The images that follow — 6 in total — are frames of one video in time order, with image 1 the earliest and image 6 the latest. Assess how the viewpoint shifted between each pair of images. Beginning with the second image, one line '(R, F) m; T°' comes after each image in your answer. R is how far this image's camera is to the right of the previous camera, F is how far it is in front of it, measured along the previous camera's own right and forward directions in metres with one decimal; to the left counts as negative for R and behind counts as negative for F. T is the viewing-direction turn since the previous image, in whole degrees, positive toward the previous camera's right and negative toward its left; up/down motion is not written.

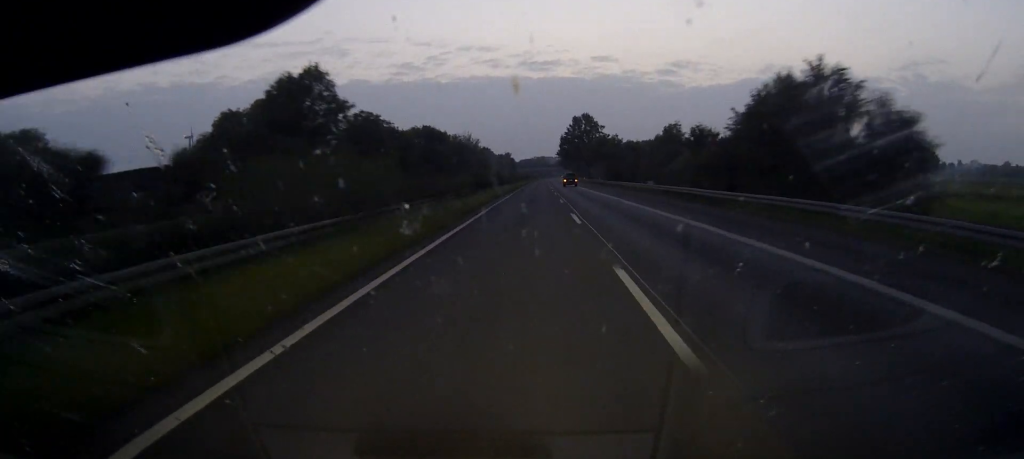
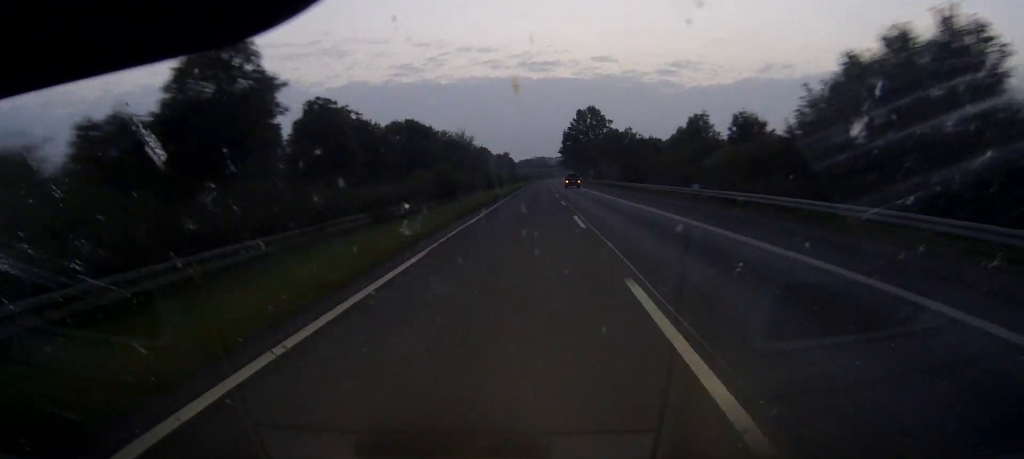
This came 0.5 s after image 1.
(0.0, +20.2) m; 0°
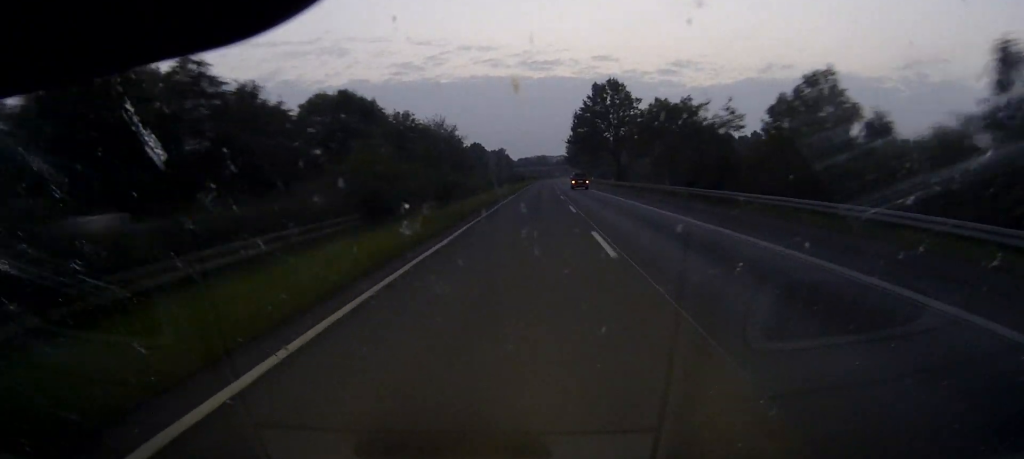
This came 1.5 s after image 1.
(0.0, +45.2) m; 0°
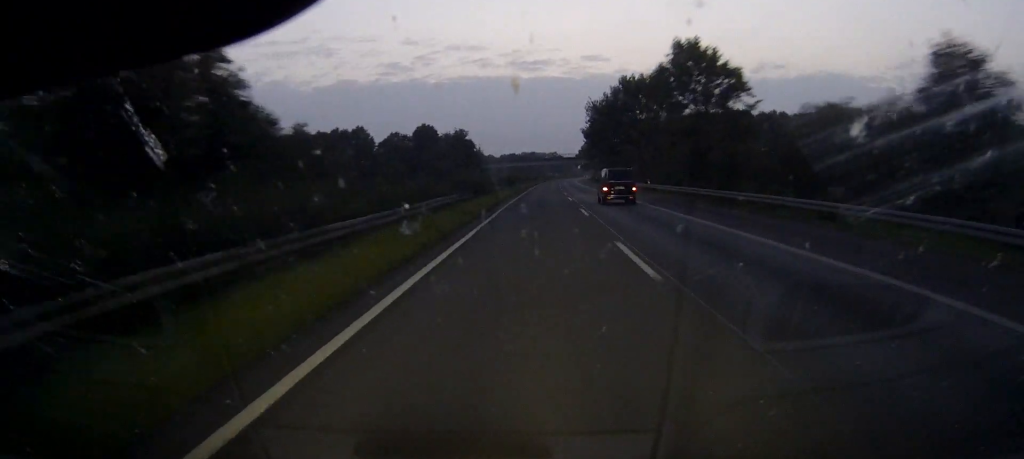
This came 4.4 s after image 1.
(+1.1, +130.9) m; +1°
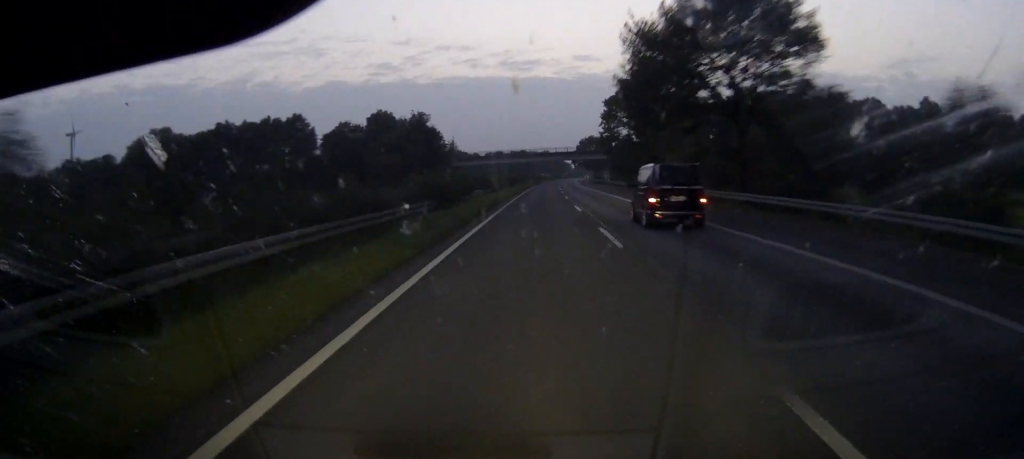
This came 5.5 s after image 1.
(+0.3, +49.7) m; +1°
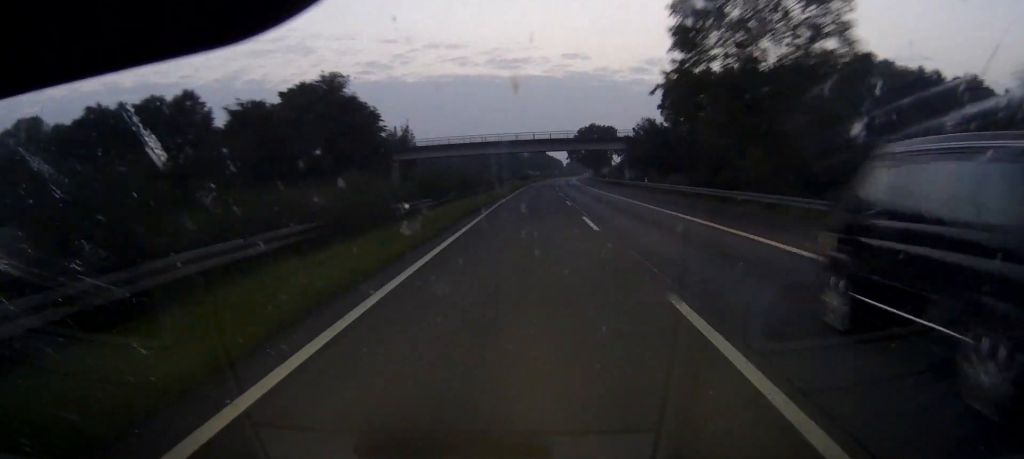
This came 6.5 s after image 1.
(+0.4, +50.4) m; +1°
